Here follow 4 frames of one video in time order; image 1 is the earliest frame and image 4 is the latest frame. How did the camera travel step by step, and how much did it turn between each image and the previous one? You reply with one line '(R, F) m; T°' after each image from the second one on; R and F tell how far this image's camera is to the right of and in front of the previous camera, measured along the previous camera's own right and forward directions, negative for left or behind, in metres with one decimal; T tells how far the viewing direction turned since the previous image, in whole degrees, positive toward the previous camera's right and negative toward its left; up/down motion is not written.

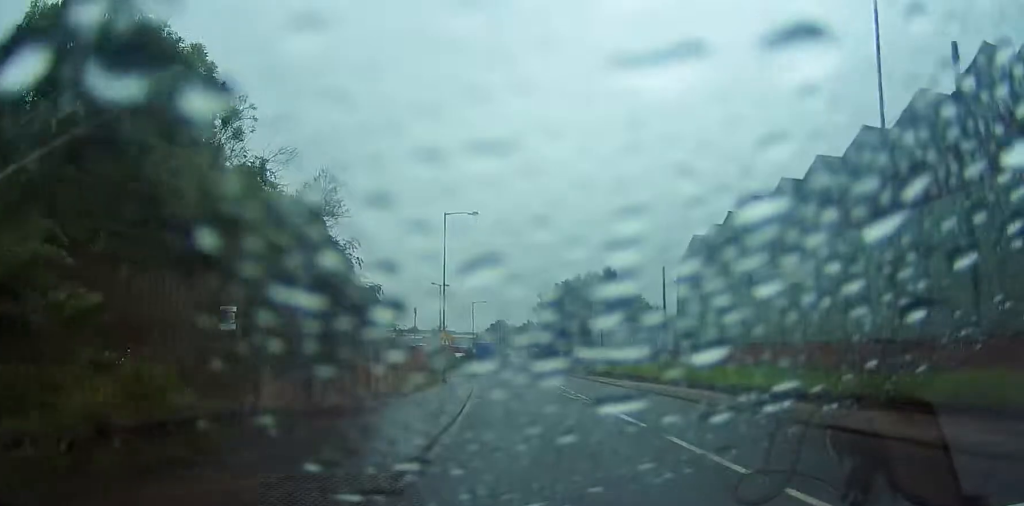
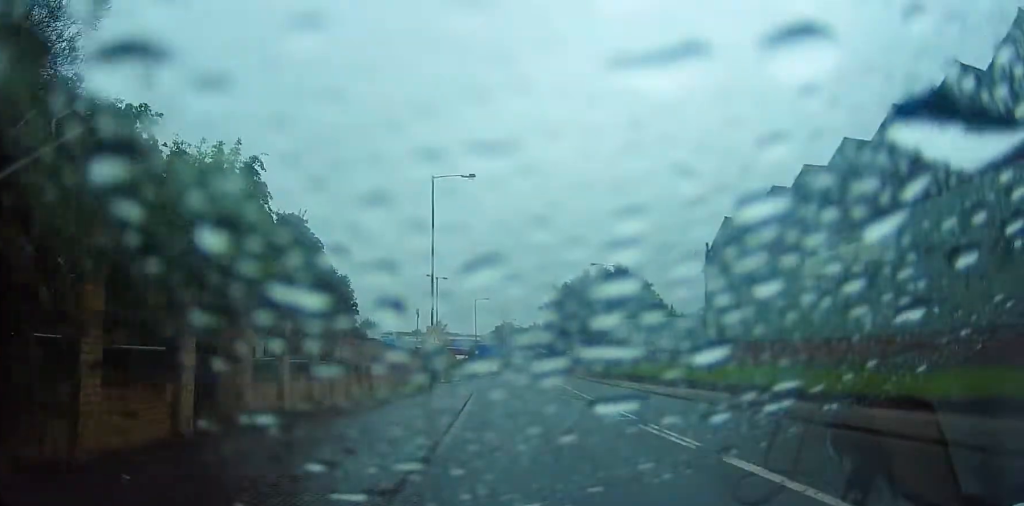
(0.0, +9.2) m; -1°
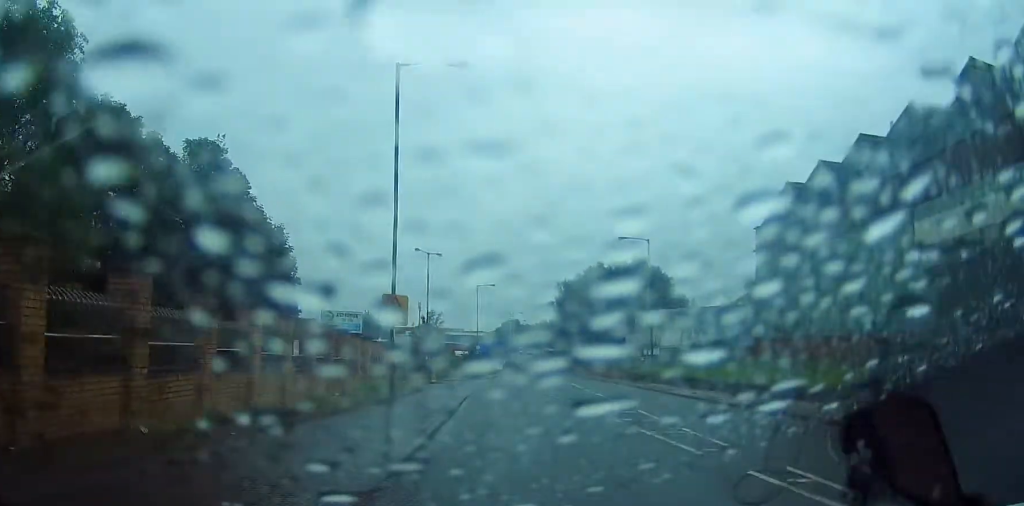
(-0.2, +12.8) m; -1°
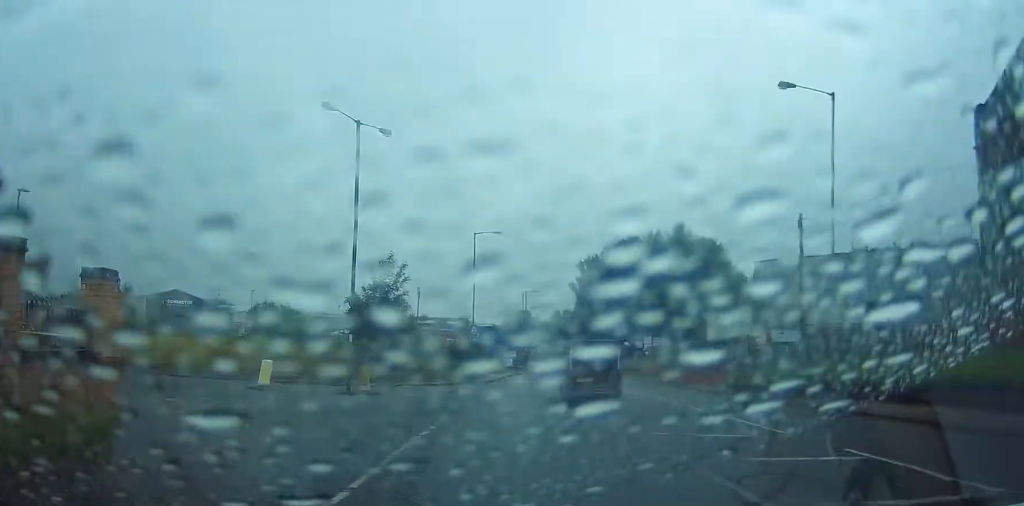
(-0.3, +29.1) m; -1°
